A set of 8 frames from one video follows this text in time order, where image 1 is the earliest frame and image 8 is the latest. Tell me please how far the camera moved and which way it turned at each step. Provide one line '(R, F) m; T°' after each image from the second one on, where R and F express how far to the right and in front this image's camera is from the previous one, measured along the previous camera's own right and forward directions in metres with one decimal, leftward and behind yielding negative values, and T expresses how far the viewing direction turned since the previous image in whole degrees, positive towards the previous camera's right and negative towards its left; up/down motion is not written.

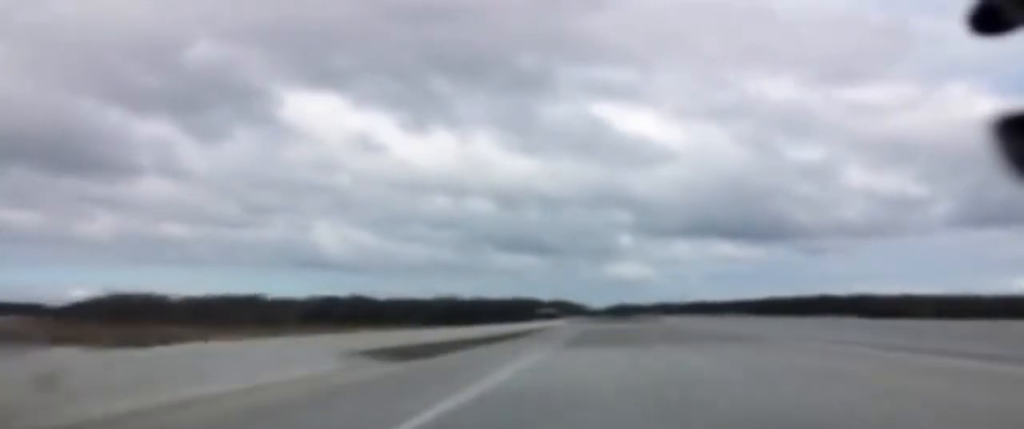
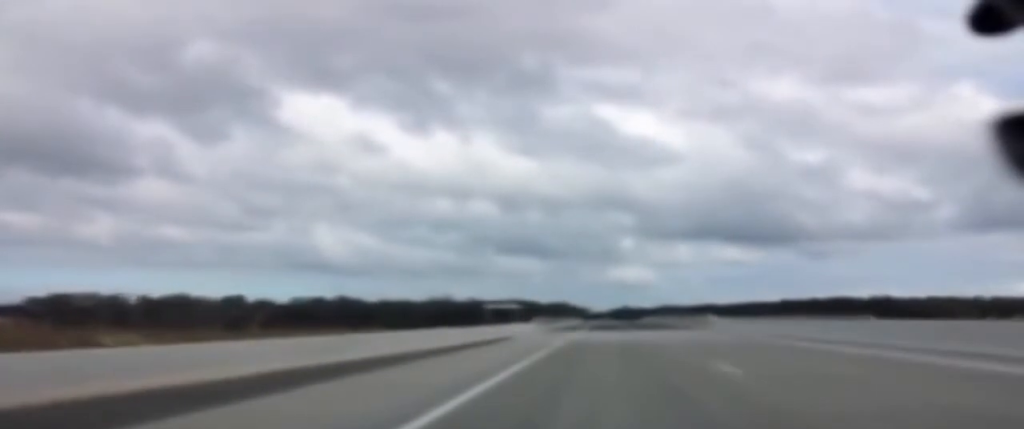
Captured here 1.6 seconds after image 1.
(0.0, +47.8) m; 0°
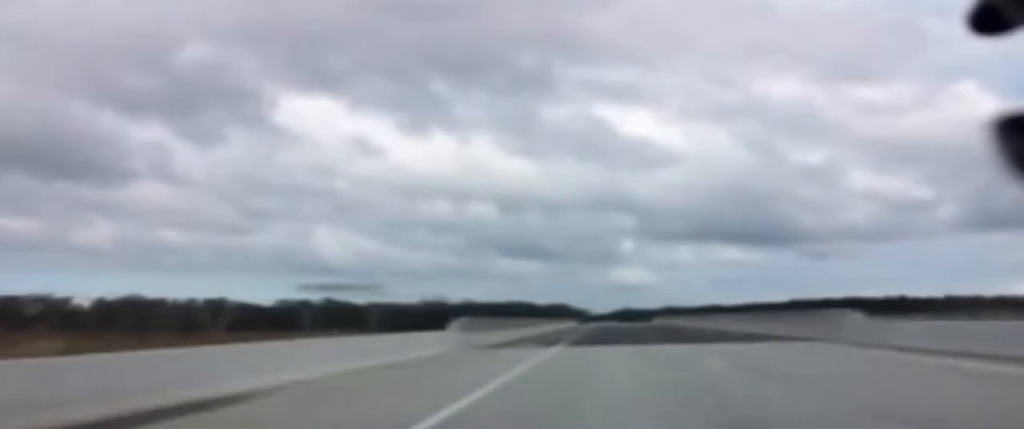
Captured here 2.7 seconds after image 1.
(0.0, +35.4) m; 0°
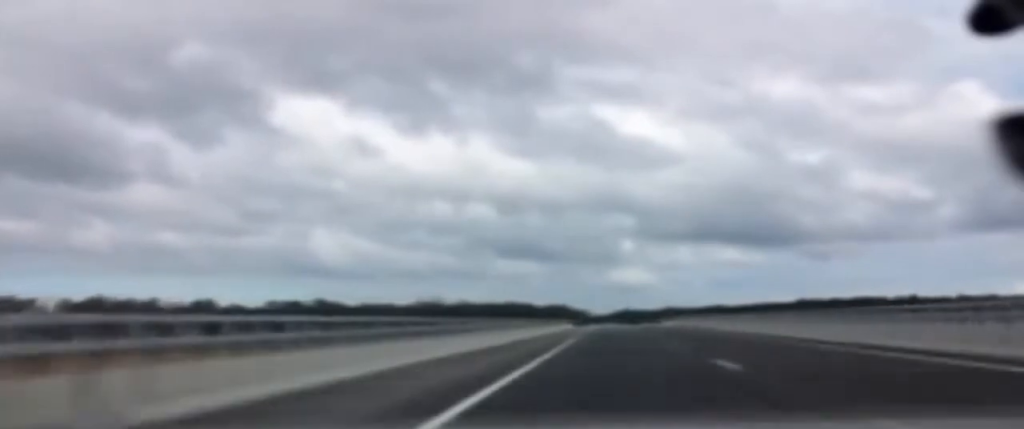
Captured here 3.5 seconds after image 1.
(+0.1, +23.2) m; 0°
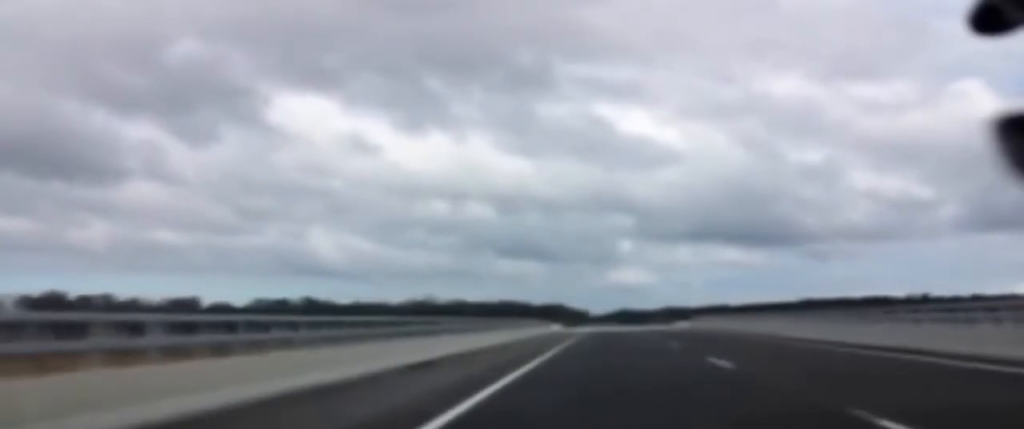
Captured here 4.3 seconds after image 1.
(-0.1, +23.1) m; 0°
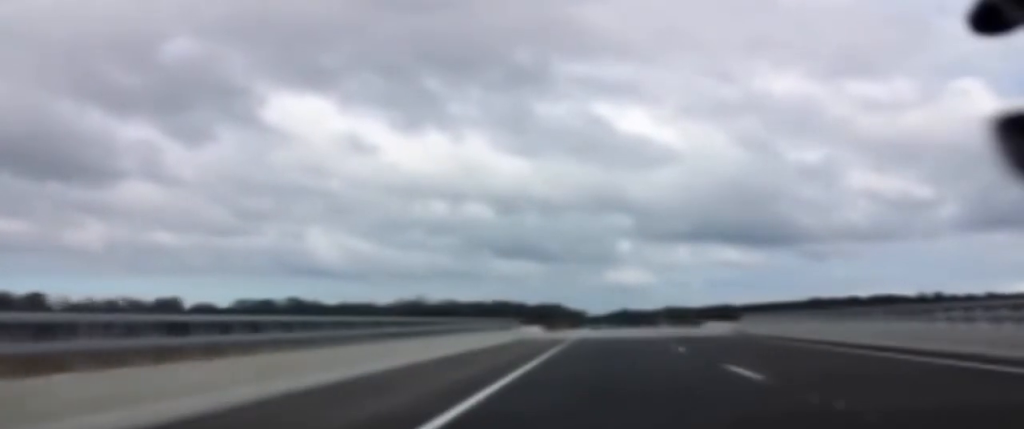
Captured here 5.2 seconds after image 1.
(-0.1, +27.2) m; 0°
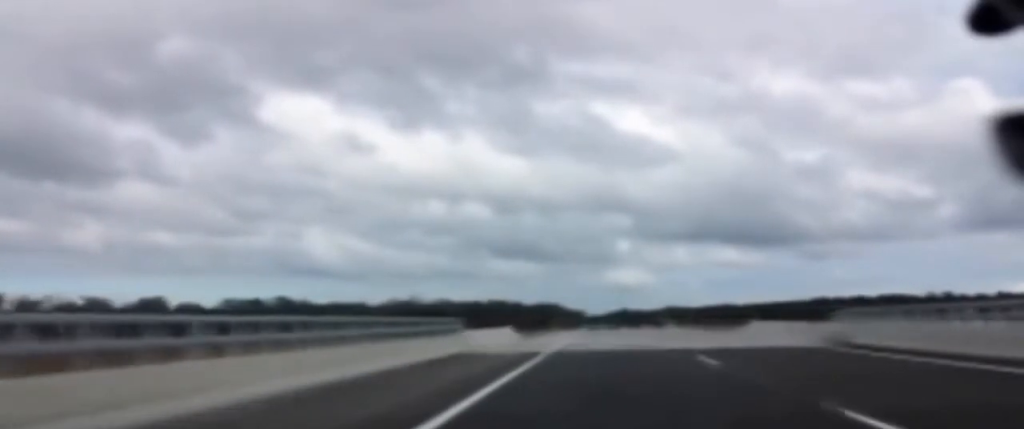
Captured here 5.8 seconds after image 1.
(0.0, +20.2) m; 0°
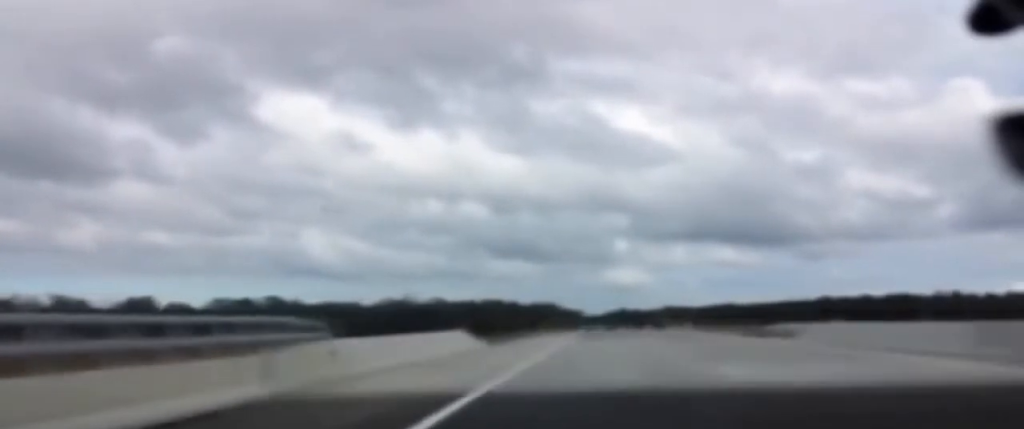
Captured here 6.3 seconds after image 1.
(0.0, +15.2) m; 0°
